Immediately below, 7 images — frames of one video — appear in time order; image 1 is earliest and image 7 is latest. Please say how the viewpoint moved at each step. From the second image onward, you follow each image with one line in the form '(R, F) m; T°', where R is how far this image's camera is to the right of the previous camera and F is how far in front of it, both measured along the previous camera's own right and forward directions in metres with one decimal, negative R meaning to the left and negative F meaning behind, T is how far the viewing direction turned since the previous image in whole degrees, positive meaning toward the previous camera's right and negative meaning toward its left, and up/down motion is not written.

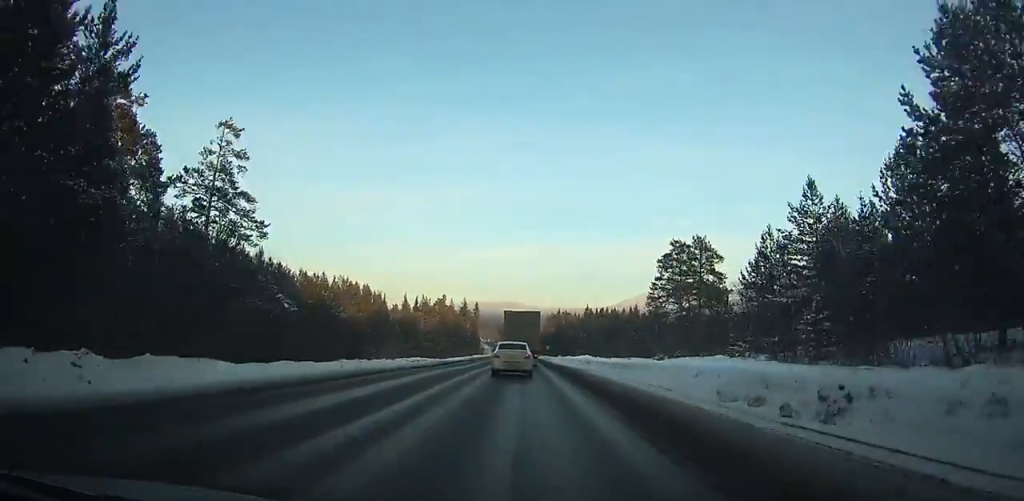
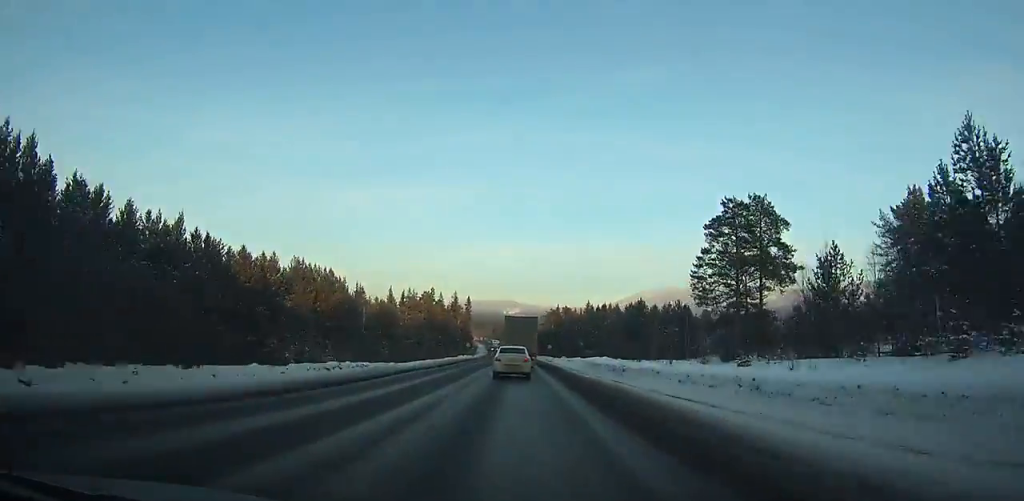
(+0.6, +24.7) m; +1°
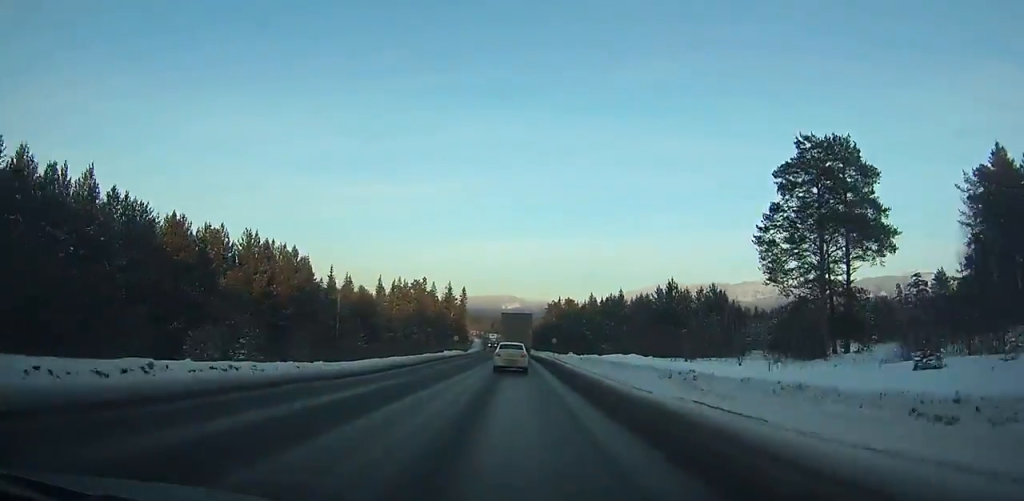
(+0.1, +19.4) m; 0°
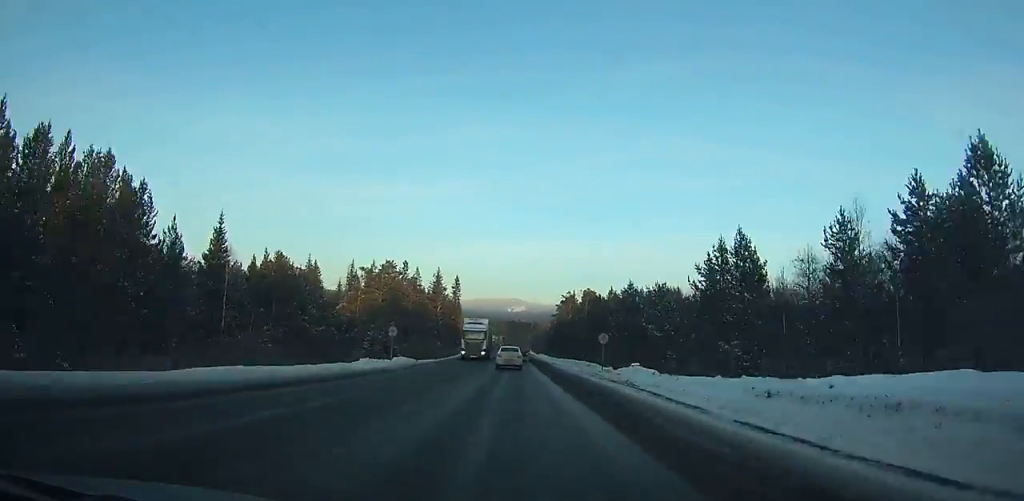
(0.0, +48.9) m; -1°
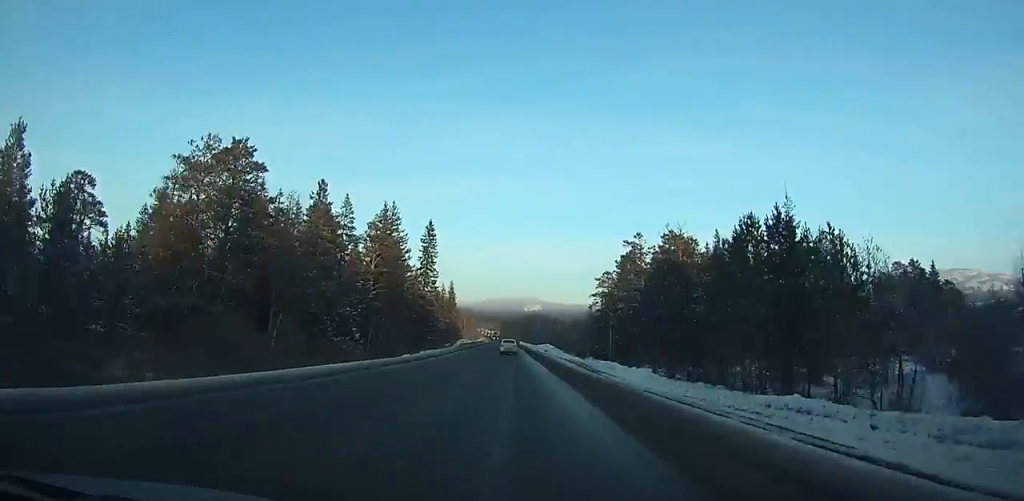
(-0.3, +88.1) m; -1°
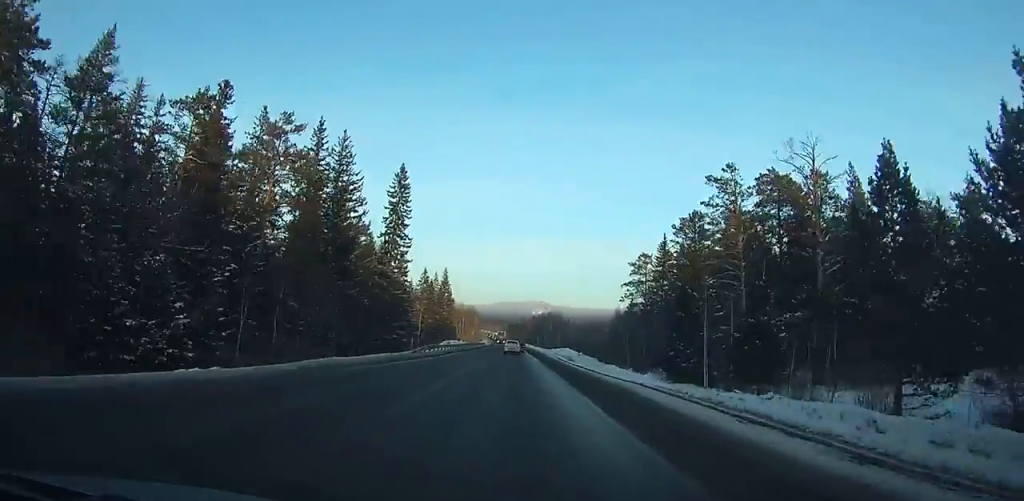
(-1.0, +35.4) m; +4°
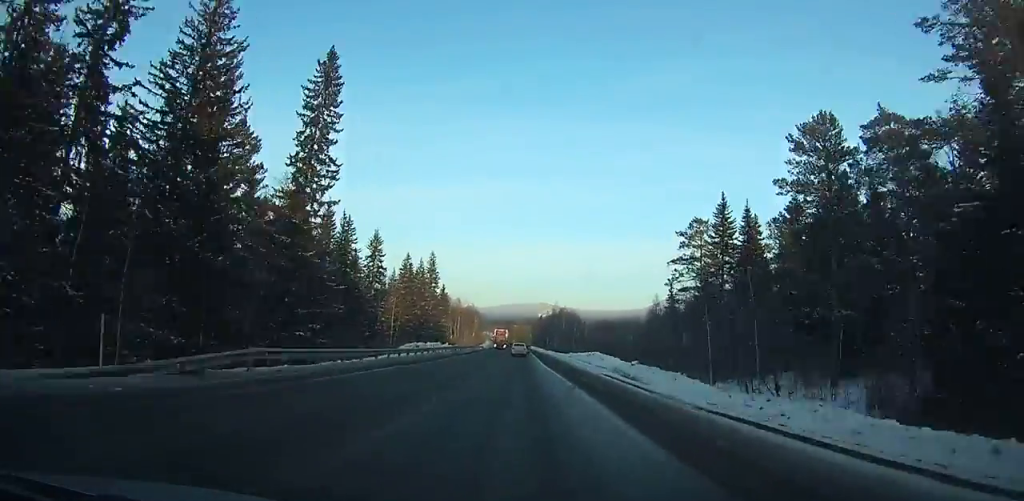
(+1.8, +32.4) m; -1°
